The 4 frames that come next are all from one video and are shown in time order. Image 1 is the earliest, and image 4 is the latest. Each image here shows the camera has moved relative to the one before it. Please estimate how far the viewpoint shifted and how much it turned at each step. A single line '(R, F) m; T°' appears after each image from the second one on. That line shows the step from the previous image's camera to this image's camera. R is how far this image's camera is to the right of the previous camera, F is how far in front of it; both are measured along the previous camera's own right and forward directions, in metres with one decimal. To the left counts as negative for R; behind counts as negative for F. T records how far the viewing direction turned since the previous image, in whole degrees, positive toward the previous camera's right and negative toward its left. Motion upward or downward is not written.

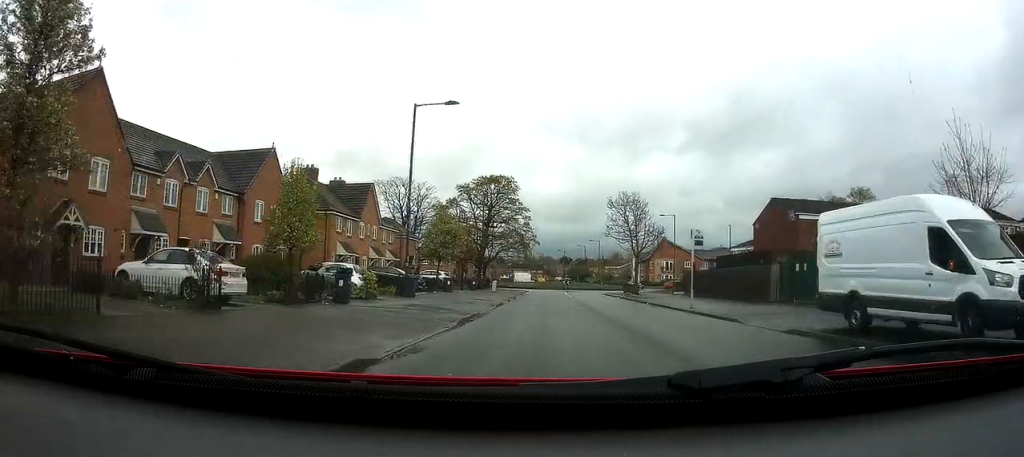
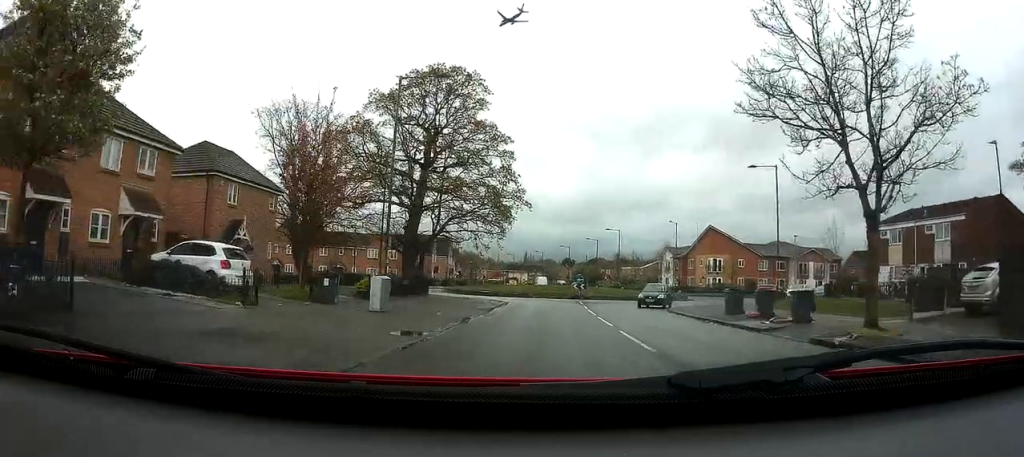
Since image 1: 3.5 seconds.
(+0.1, +36.4) m; 0°
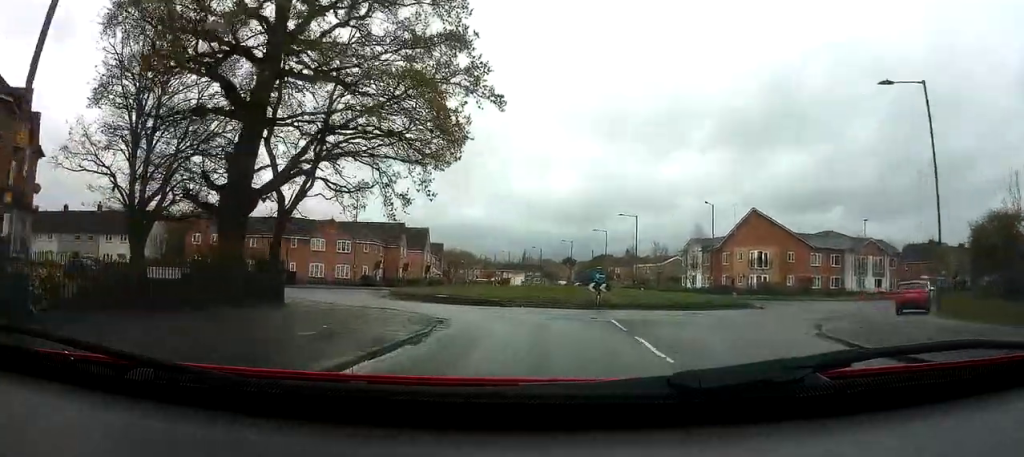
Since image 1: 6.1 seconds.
(-0.7, +21.2) m; -3°
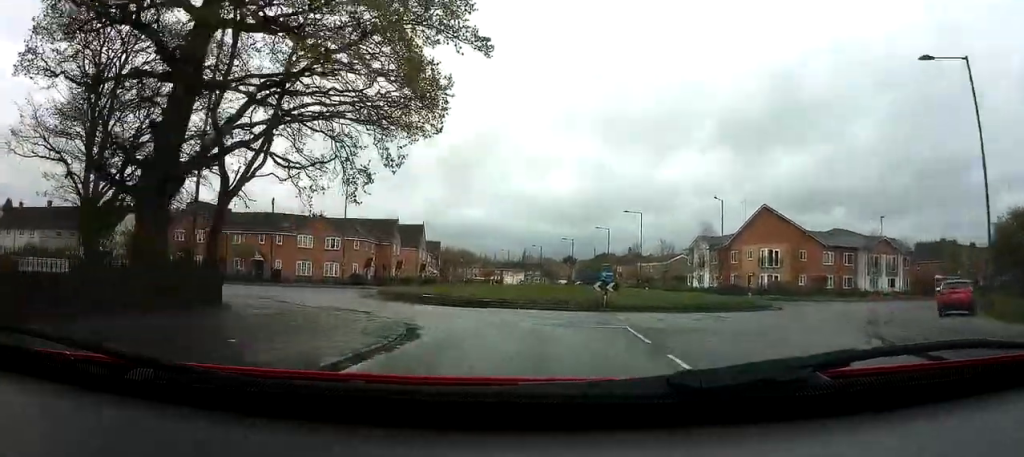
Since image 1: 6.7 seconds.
(0.0, +4.0) m; +1°
